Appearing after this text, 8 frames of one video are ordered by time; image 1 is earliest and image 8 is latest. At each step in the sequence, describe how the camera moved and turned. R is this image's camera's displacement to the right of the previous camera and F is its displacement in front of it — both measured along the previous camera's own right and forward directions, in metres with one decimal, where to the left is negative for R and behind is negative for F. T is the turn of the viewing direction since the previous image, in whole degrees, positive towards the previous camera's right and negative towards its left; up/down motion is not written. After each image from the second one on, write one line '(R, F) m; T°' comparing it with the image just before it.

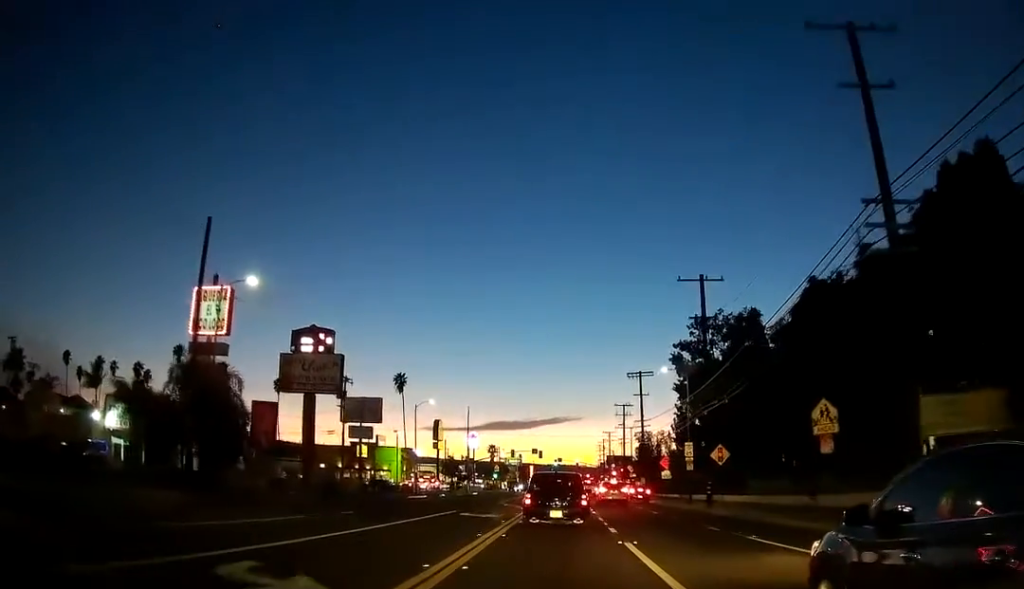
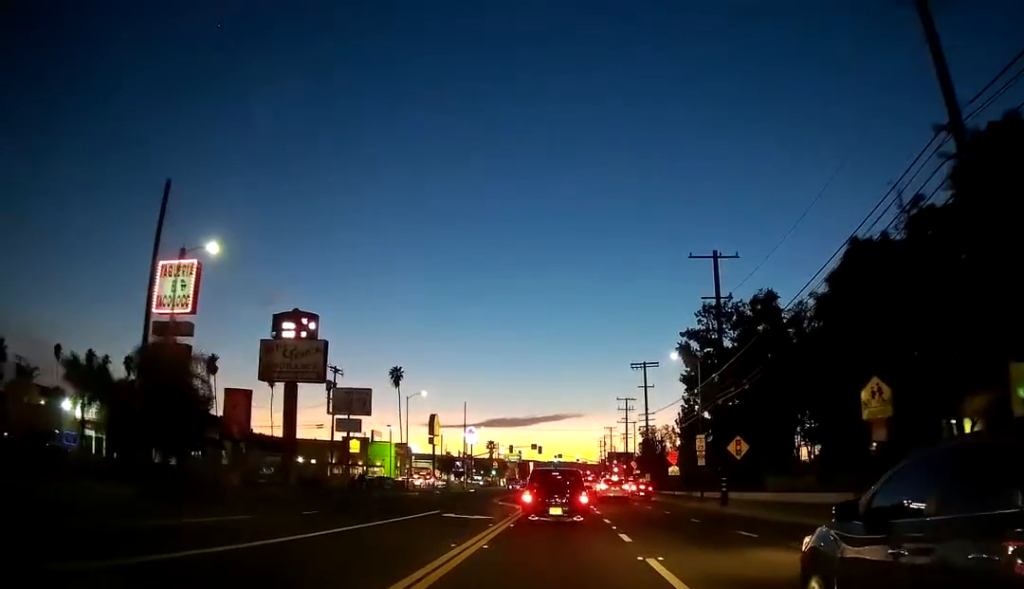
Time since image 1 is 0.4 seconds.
(0.0, +4.0) m; 0°
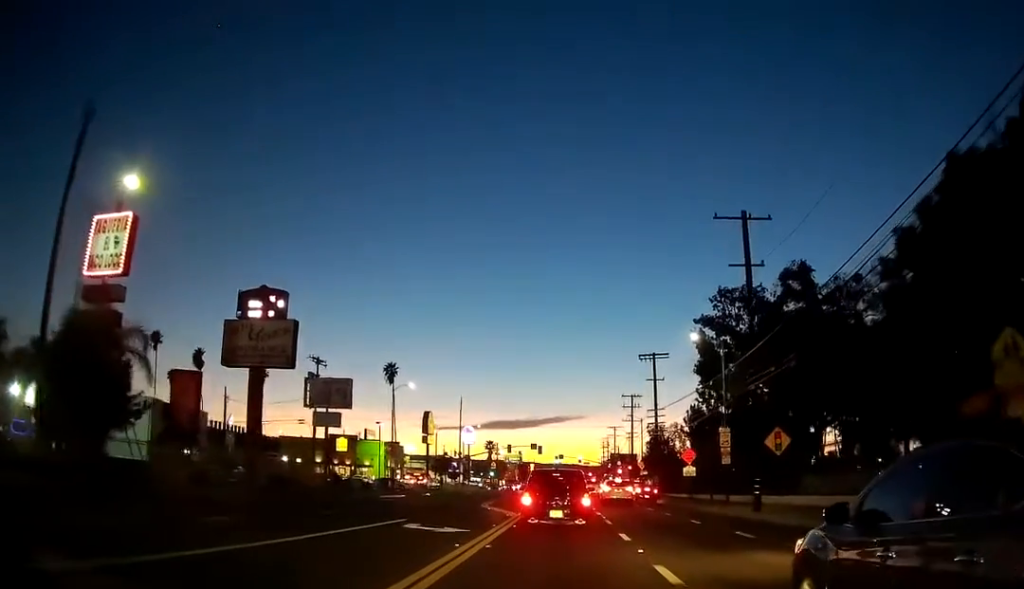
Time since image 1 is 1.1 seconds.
(0.0, +7.1) m; 0°
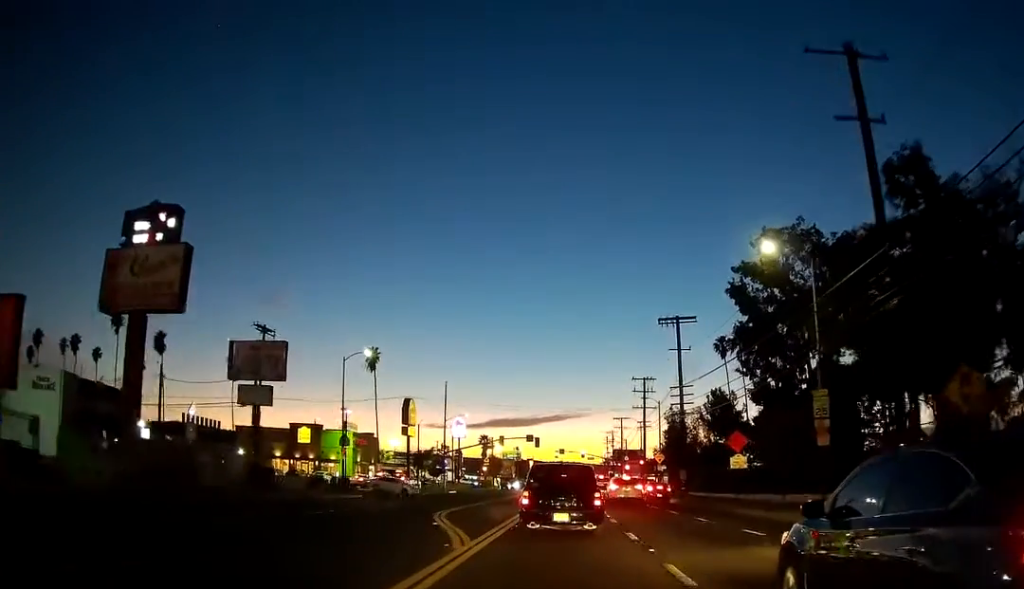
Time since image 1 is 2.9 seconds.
(+0.5, +15.8) m; +3°
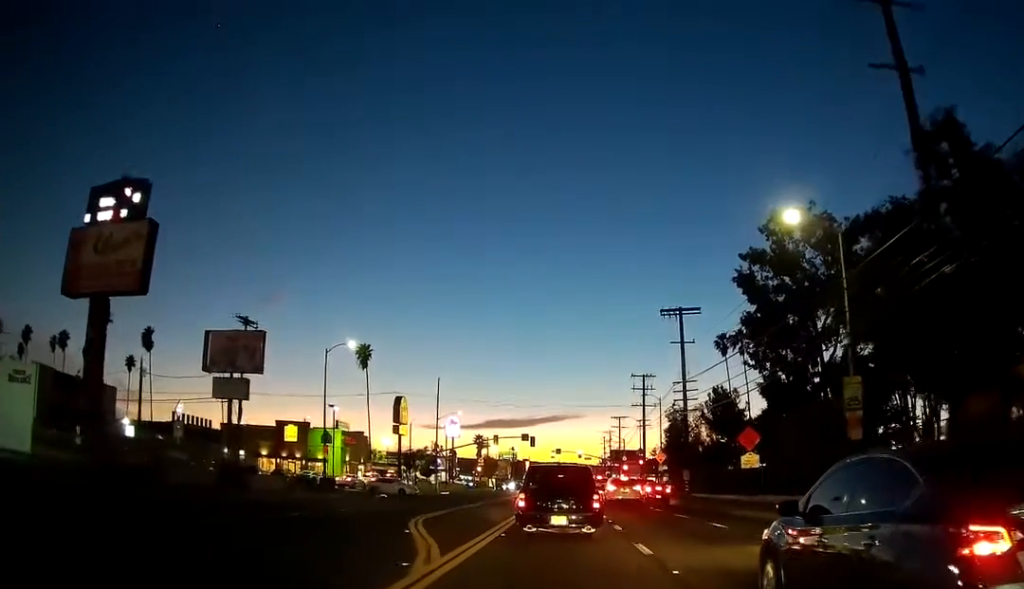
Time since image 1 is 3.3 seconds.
(0.0, +3.3) m; -1°
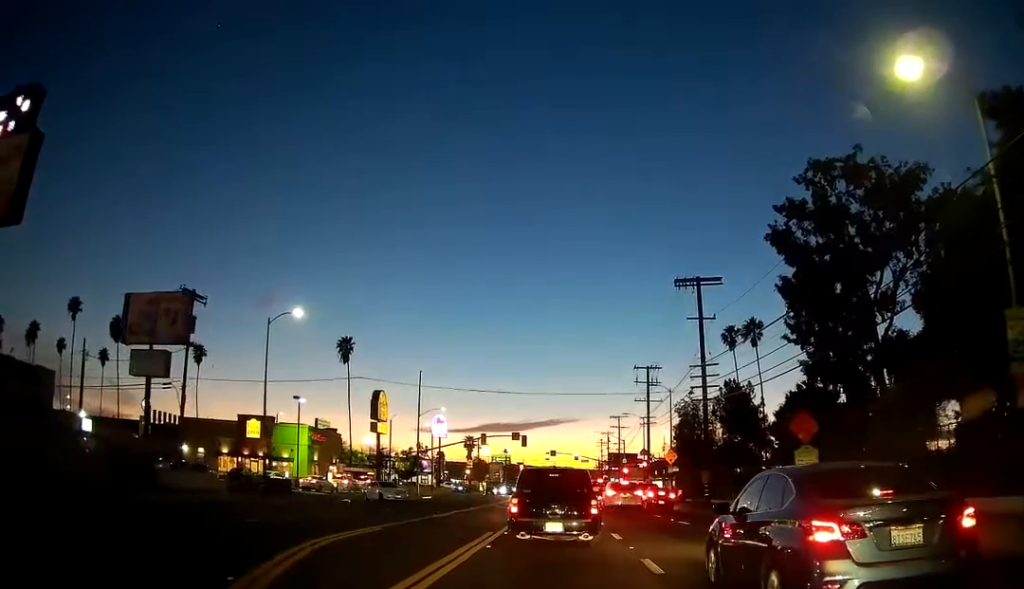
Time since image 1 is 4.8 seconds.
(-0.5, +9.9) m; -3°
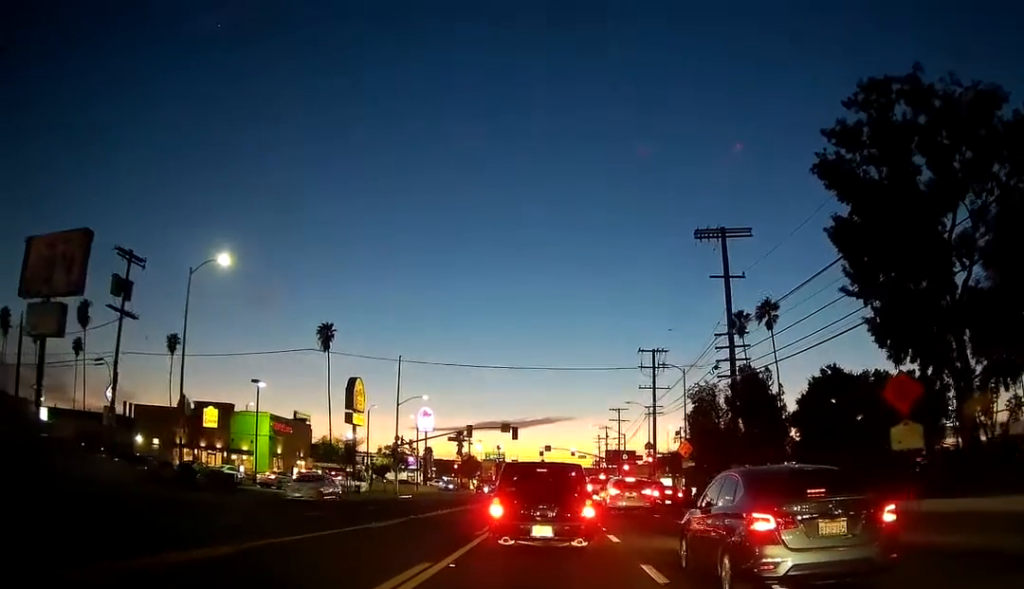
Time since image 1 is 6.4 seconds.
(+0.5, +8.3) m; +5°
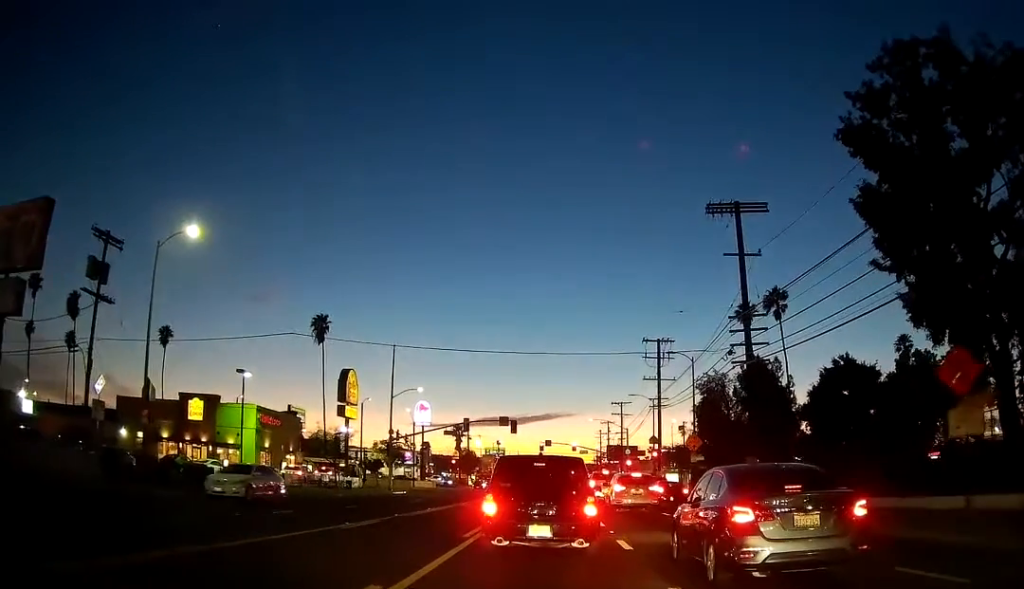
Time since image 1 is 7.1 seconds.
(0.0, +2.9) m; +2°
